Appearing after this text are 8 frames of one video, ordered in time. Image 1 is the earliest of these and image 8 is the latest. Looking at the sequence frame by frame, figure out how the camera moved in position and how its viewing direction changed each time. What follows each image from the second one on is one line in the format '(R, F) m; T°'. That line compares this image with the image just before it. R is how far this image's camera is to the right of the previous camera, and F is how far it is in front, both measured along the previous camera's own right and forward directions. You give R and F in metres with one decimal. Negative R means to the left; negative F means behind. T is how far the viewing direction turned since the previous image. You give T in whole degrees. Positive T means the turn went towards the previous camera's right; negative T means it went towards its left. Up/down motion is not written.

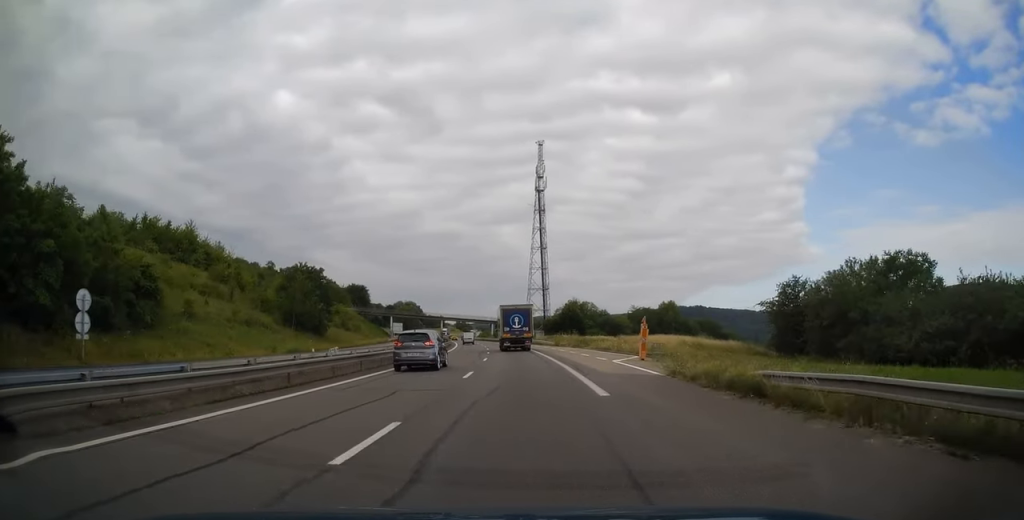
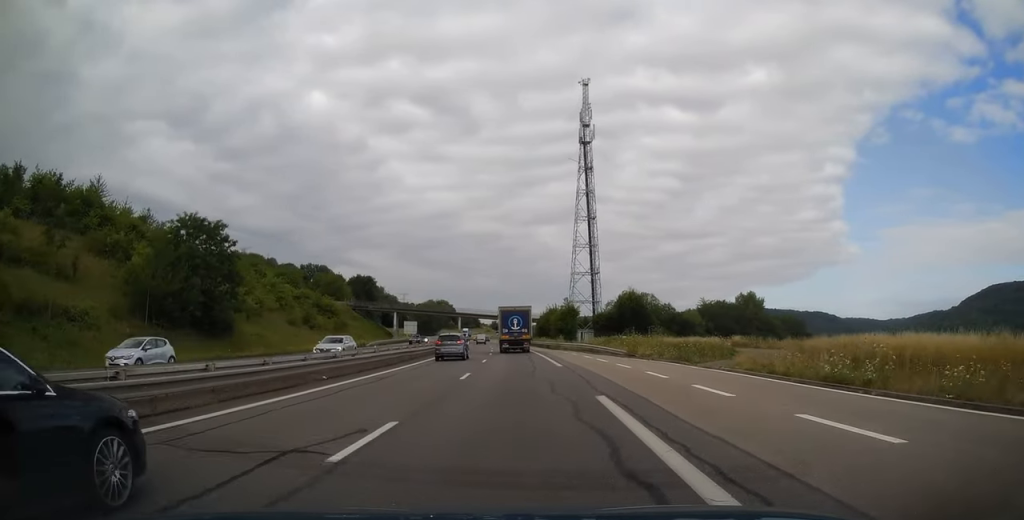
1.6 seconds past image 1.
(-1.2, +39.1) m; -4°
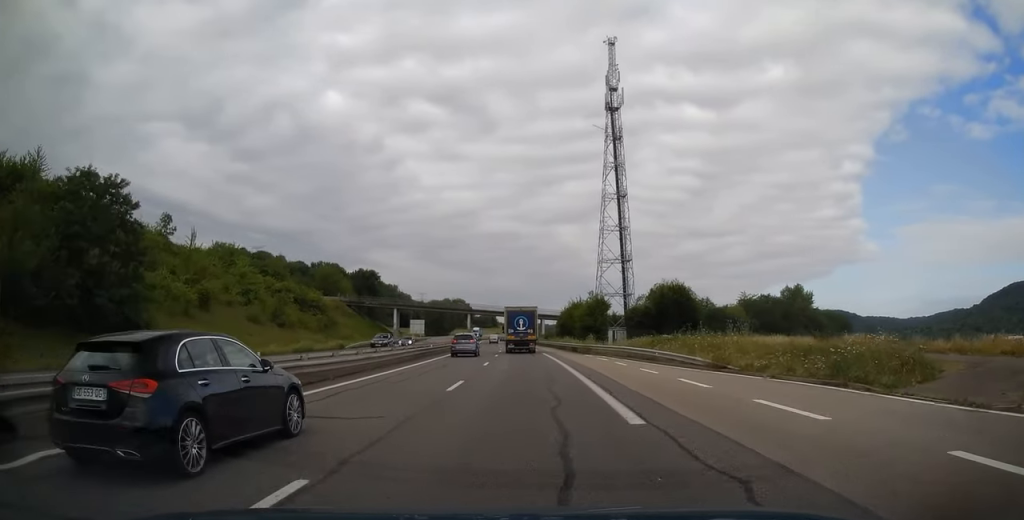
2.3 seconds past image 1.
(-0.2, +17.2) m; -2°
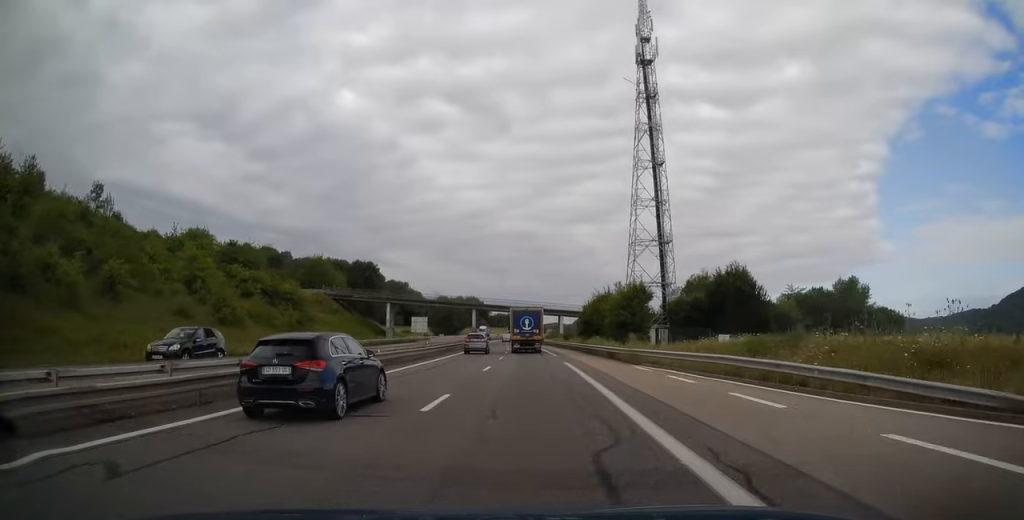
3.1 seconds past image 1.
(-0.4, +17.6) m; -2°
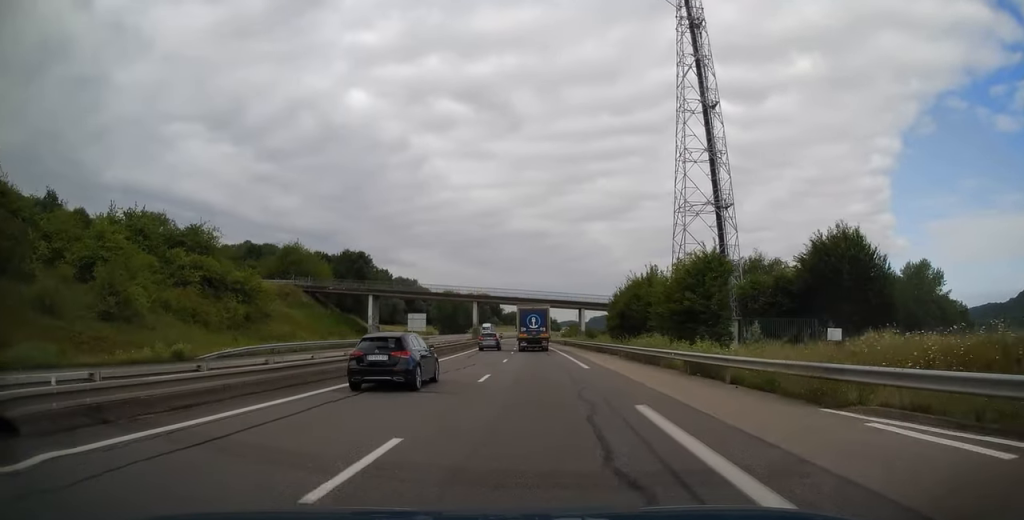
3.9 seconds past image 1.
(-0.3, +19.2) m; -1°
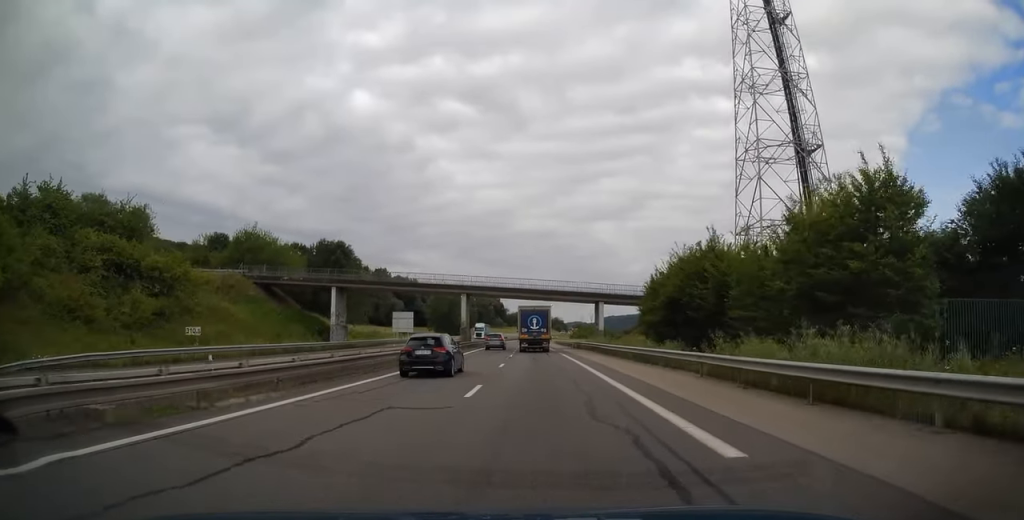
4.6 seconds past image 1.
(-0.2, +17.6) m; -1°
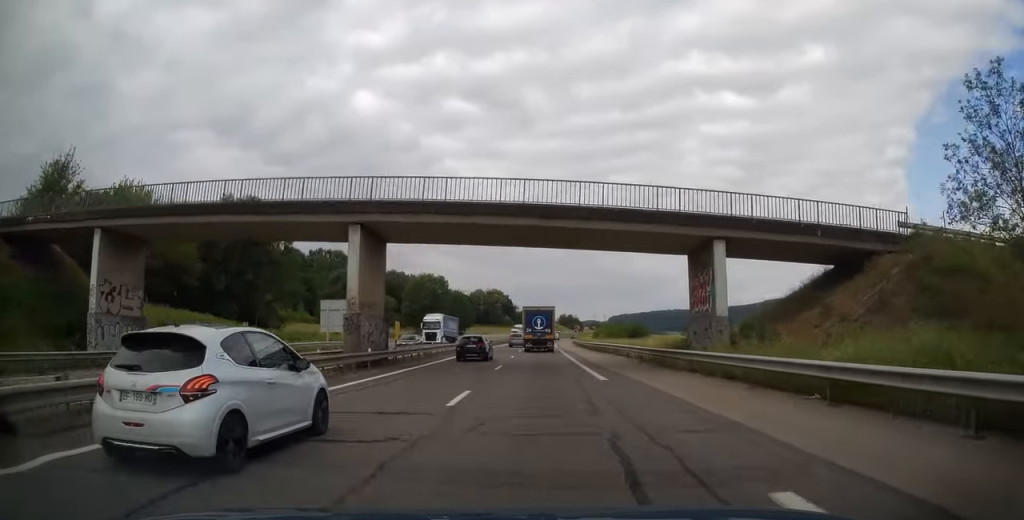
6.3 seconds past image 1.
(-0.7, +40.8) m; -1°
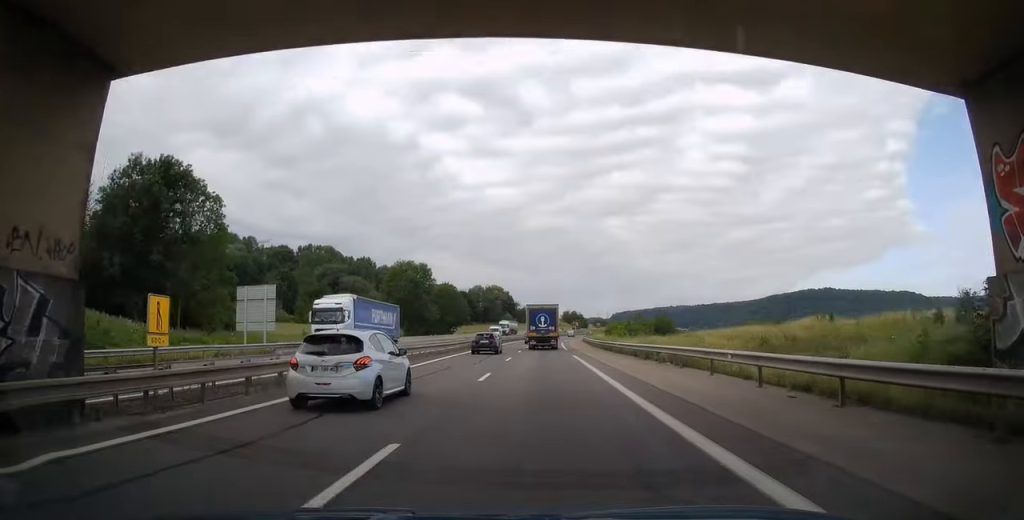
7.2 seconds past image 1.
(+0.1, +20.4) m; -1°
